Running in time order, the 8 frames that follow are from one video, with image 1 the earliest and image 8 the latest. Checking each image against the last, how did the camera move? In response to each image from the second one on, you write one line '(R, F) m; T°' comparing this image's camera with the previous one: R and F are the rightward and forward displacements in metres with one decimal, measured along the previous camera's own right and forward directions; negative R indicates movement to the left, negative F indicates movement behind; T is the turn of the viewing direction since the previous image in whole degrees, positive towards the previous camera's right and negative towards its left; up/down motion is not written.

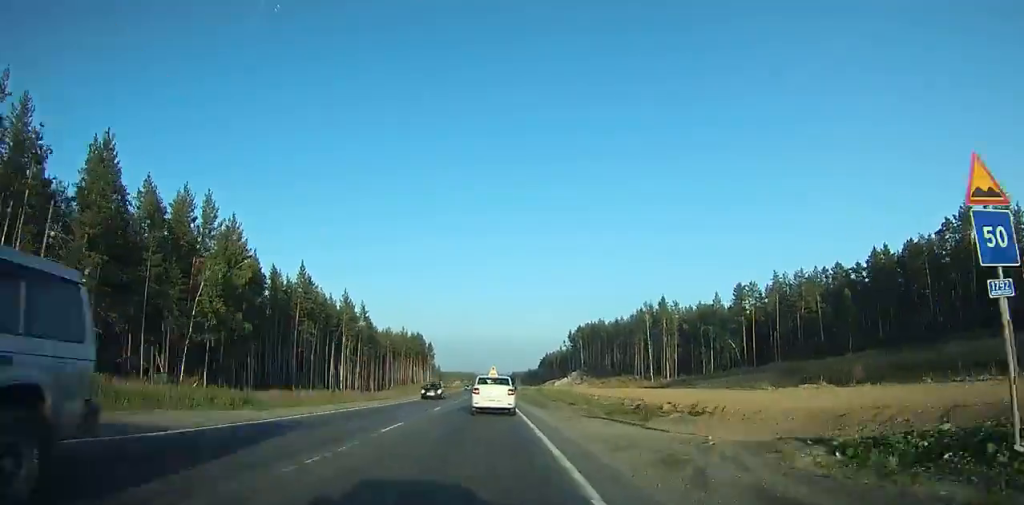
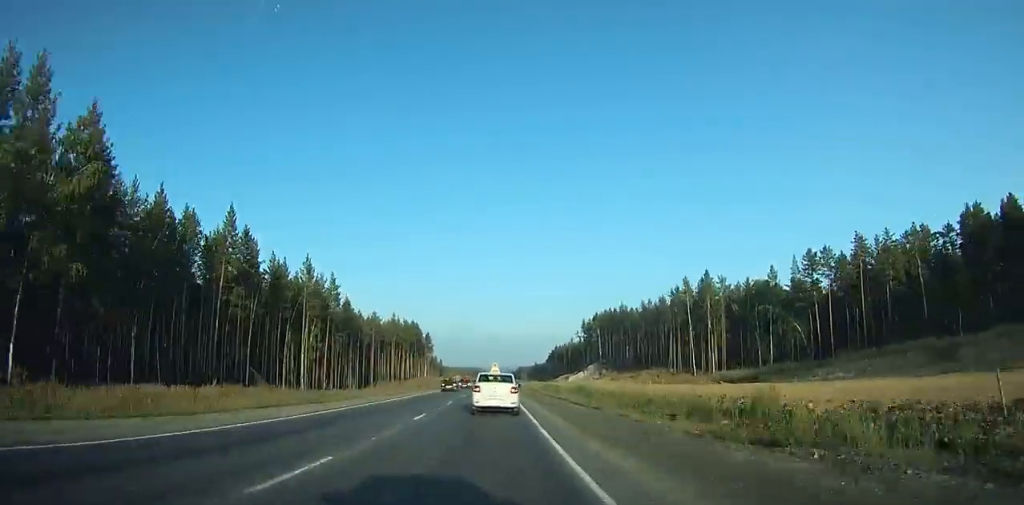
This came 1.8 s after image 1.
(0.0, +25.3) m; 0°
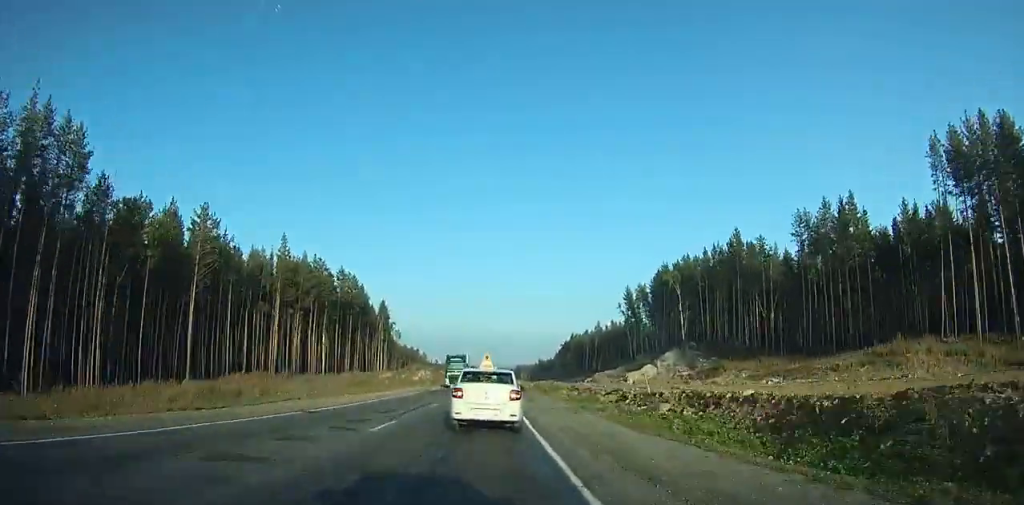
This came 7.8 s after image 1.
(-1.0, +103.8) m; -1°
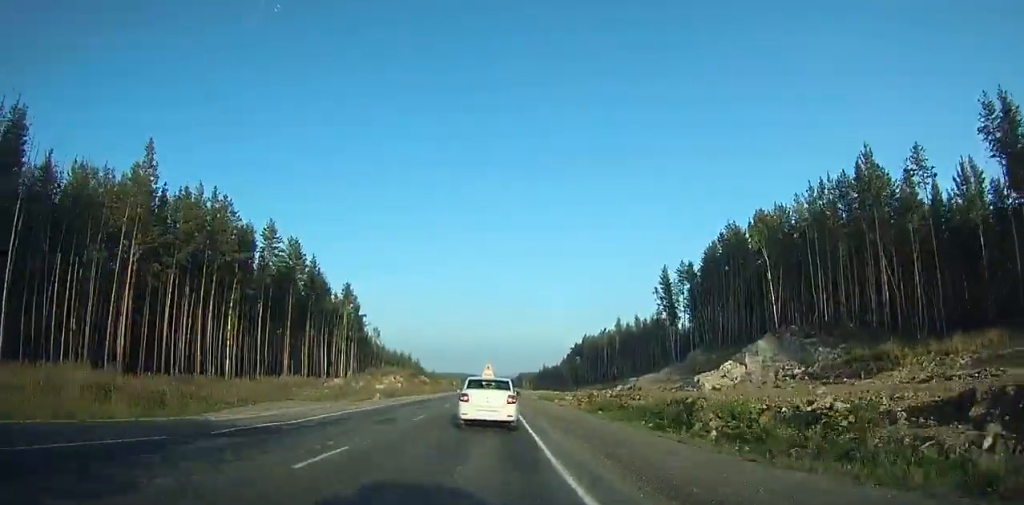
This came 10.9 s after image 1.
(0.0, +59.8) m; 0°
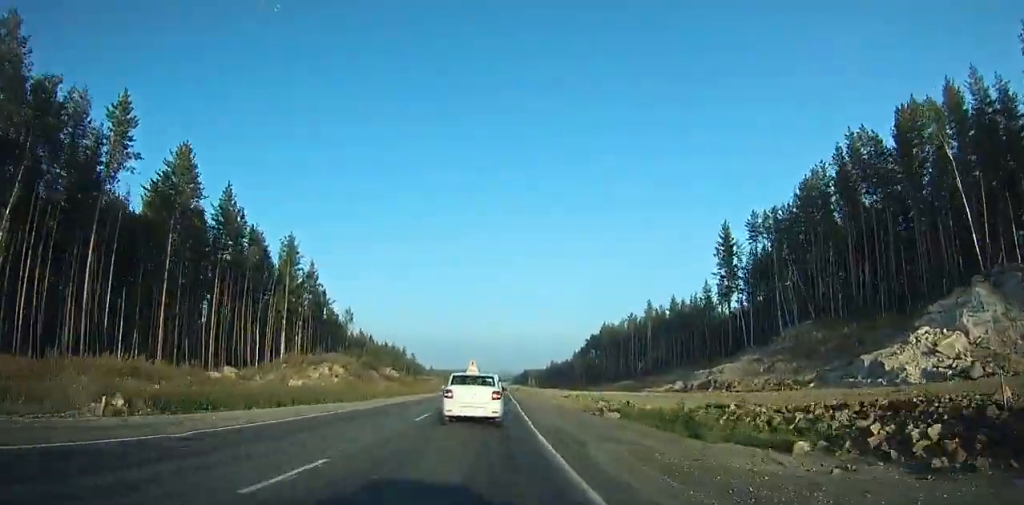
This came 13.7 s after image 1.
(+0.1, +47.9) m; 0°
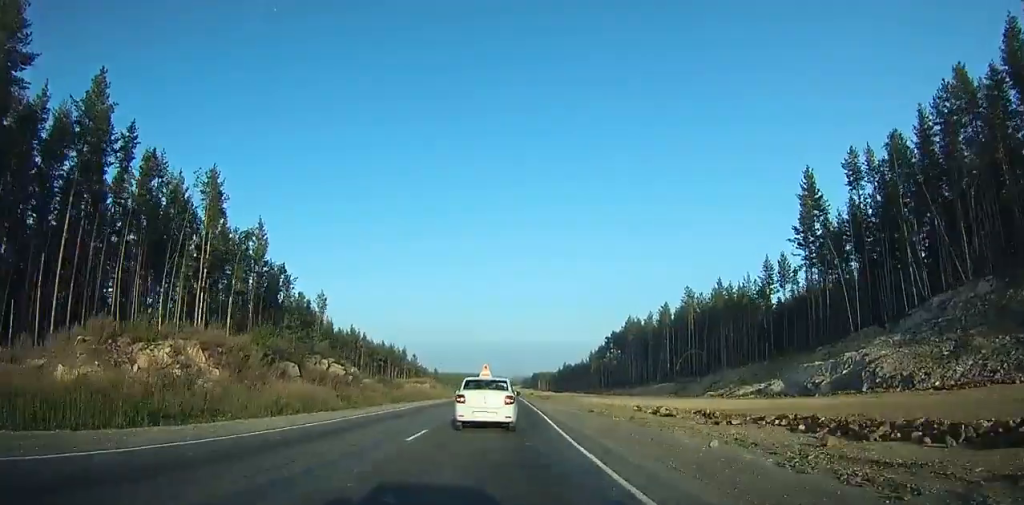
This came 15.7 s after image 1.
(0.0, +31.9) m; 0°
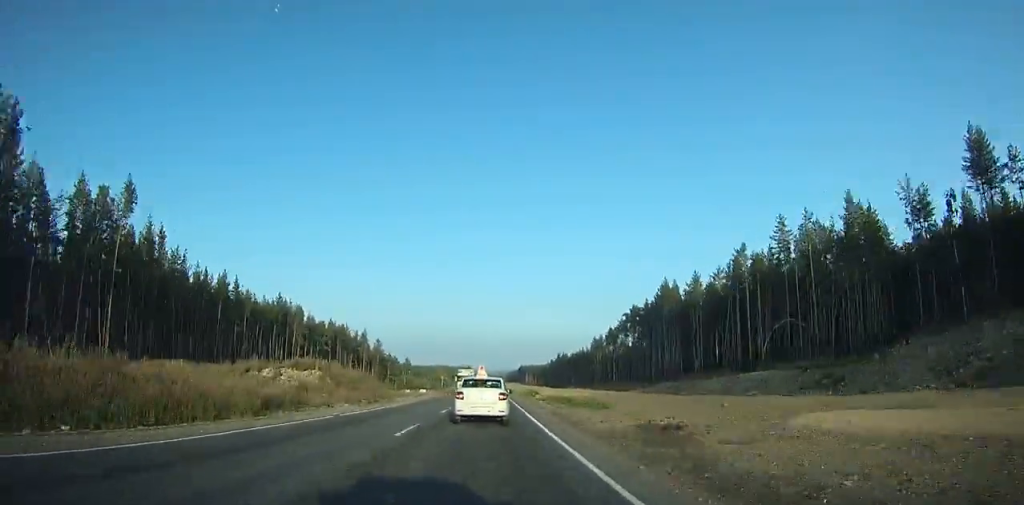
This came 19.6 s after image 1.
(+0.6, +61.7) m; +1°
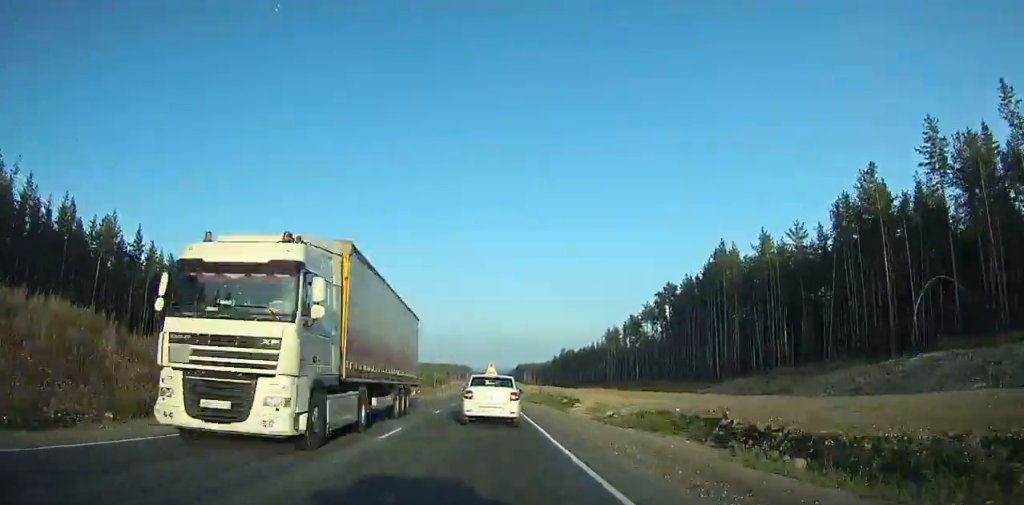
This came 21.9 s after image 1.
(0.0, +36.2) m; 0°
